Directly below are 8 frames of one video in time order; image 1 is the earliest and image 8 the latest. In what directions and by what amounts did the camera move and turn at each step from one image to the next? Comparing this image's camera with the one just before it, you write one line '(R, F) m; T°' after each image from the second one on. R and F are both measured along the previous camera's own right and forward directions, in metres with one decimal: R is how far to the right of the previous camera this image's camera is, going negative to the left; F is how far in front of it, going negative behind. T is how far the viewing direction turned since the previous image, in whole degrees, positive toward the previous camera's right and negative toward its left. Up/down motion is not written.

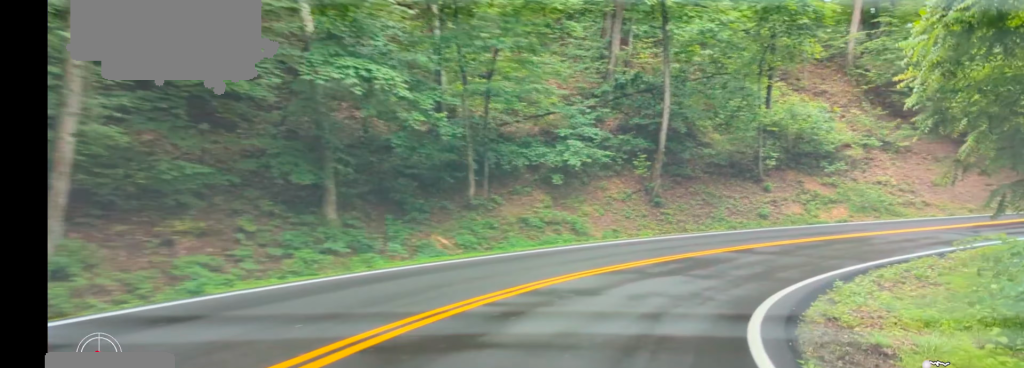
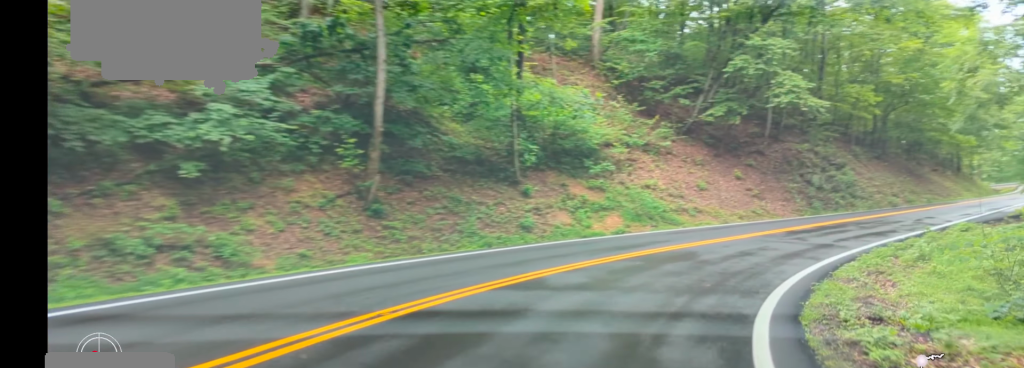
(+0.7, +9.9) m; +22°
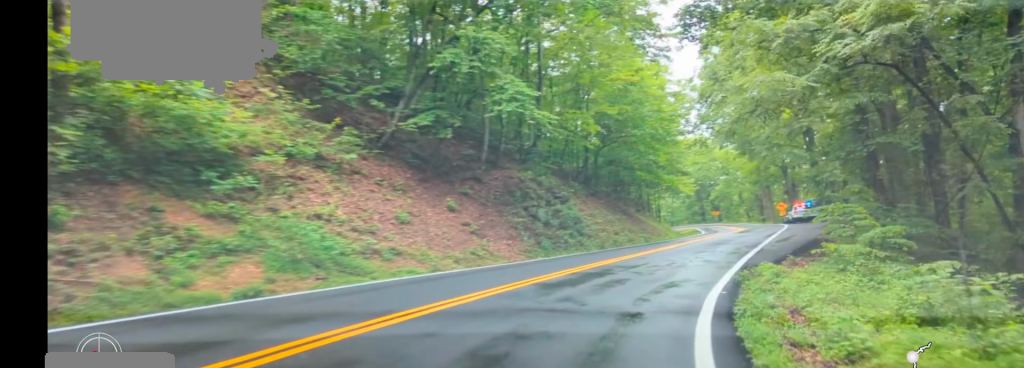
(+3.3, +9.8) m; +28°
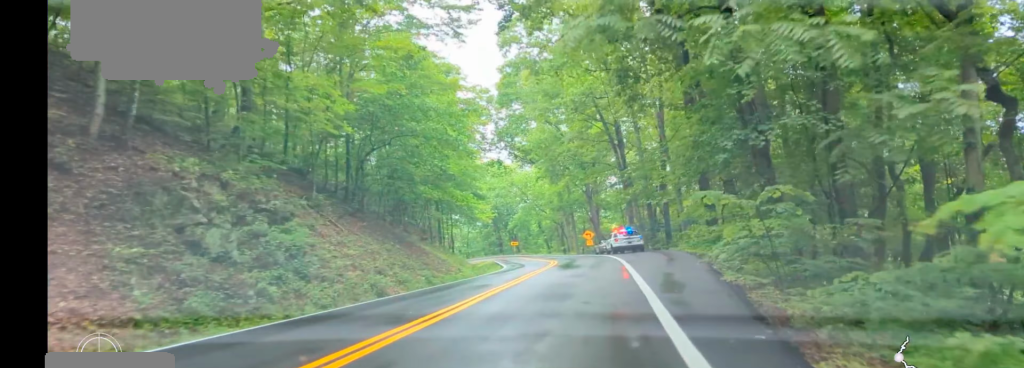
(+1.6, +13.4) m; +10°
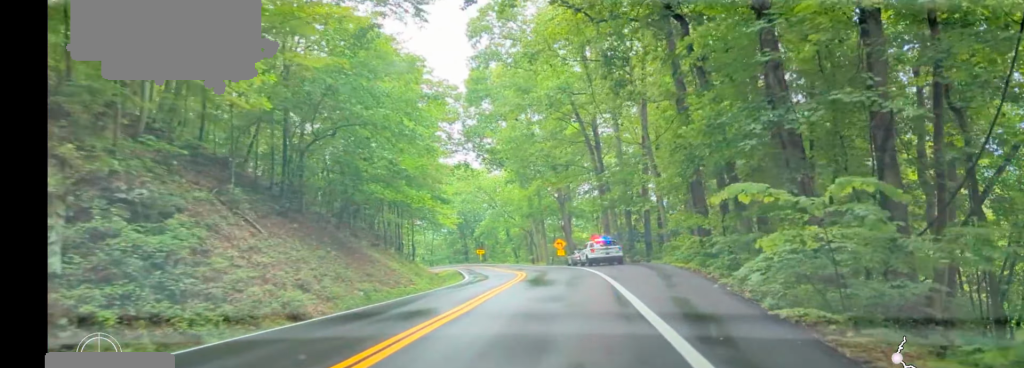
(0.0, +5.0) m; +3°
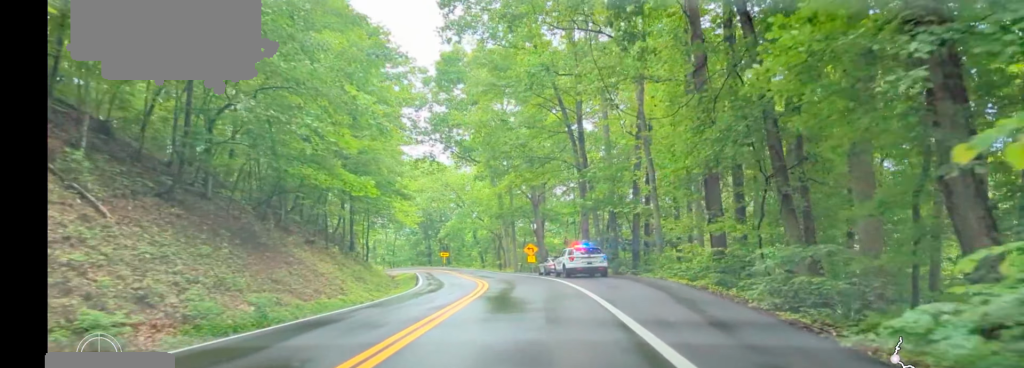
(+0.7, +6.8) m; +7°
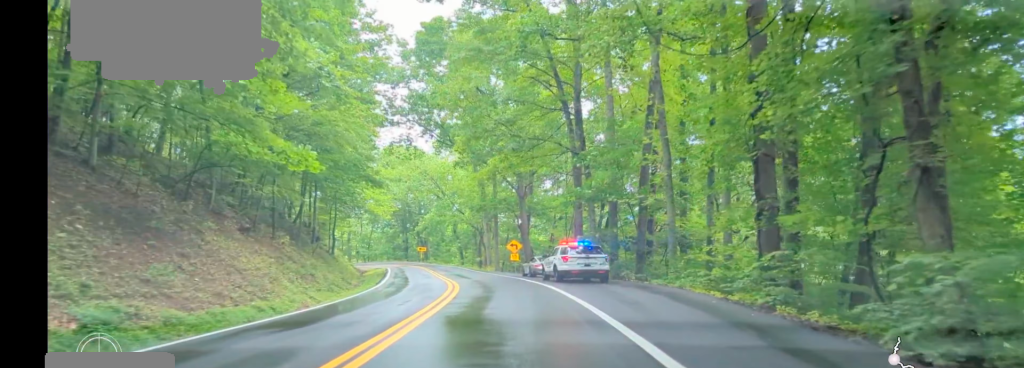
(+0.2, +5.3) m; +1°
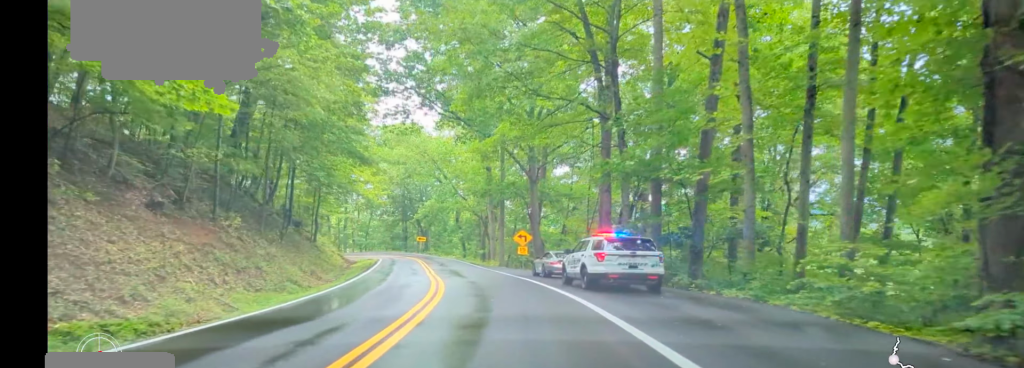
(+0.1, +7.8) m; -1°
